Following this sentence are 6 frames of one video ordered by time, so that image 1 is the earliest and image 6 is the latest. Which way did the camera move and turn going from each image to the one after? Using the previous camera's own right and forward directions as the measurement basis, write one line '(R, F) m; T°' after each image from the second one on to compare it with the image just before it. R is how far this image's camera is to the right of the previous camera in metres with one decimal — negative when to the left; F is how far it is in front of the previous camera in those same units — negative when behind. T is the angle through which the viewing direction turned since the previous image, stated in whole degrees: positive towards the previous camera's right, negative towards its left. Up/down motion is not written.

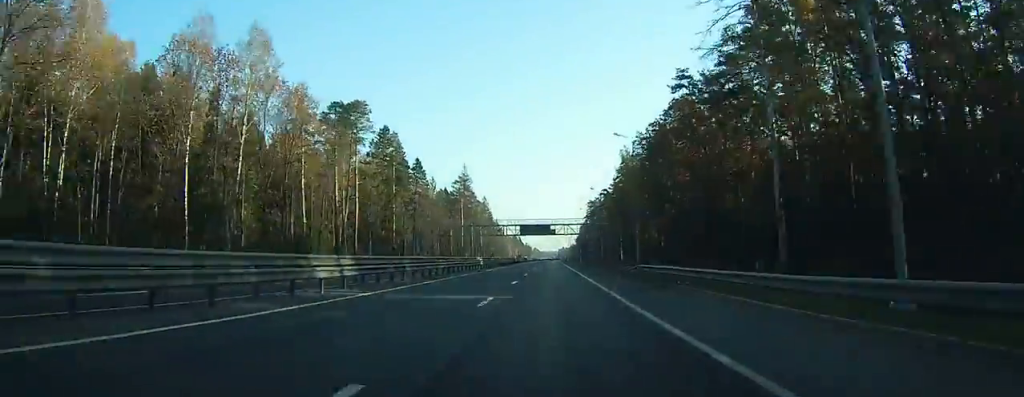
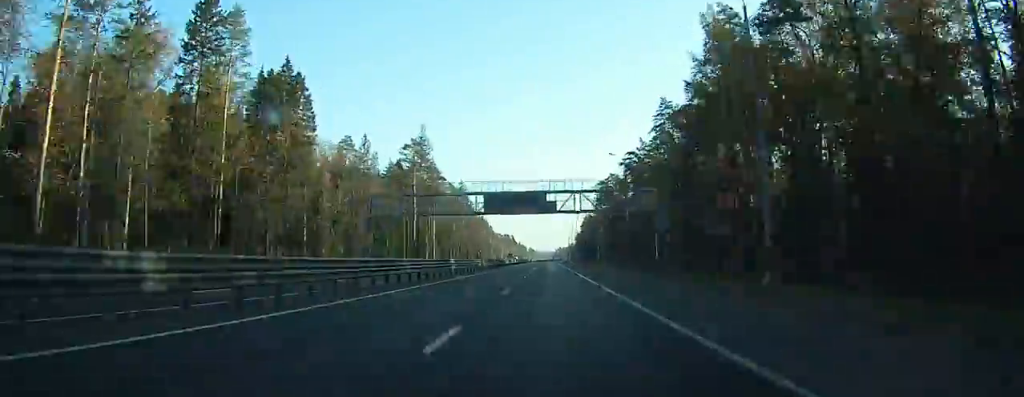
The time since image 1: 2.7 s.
(+0.3, +67.0) m; 0°
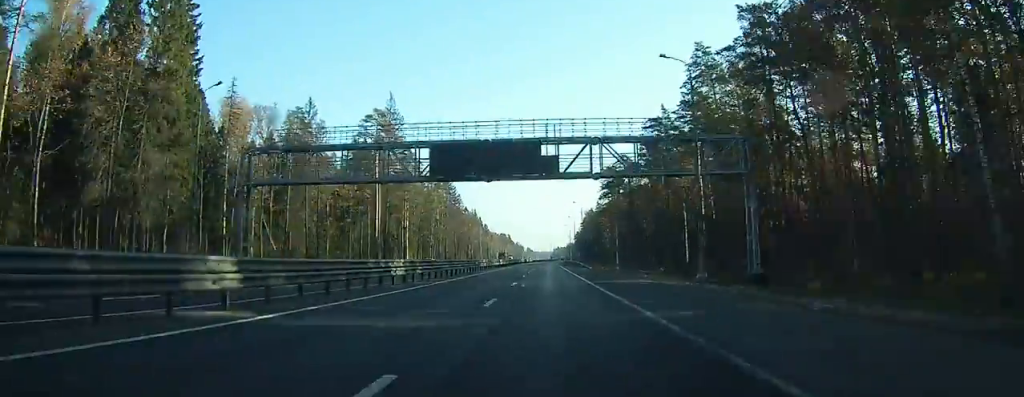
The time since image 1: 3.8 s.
(-0.1, +28.5) m; 0°
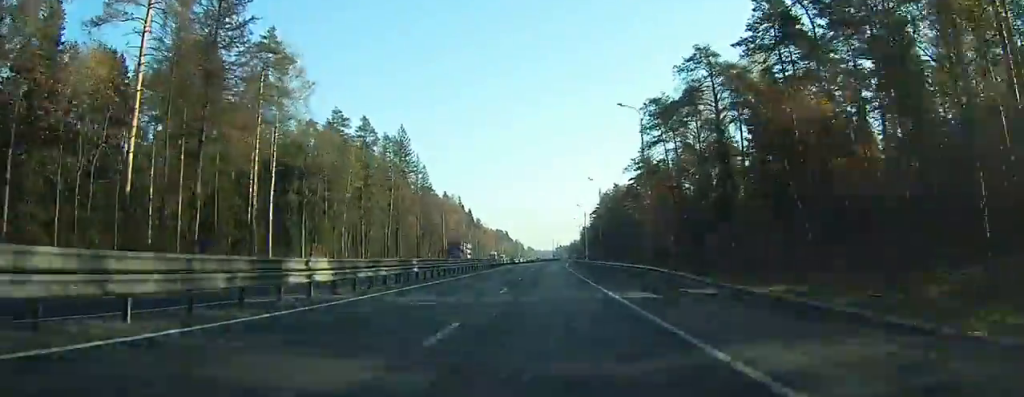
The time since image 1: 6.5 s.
(+0.2, +66.8) m; 0°
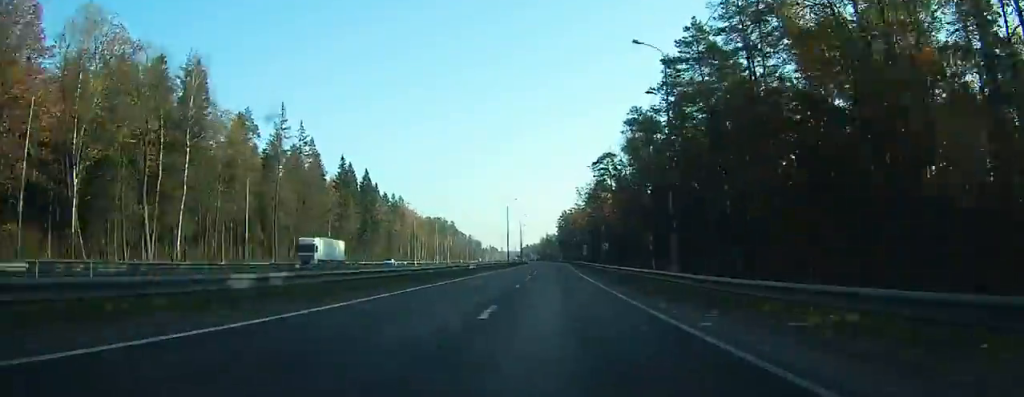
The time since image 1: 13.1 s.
(+2.8, +163.3) m; +3°
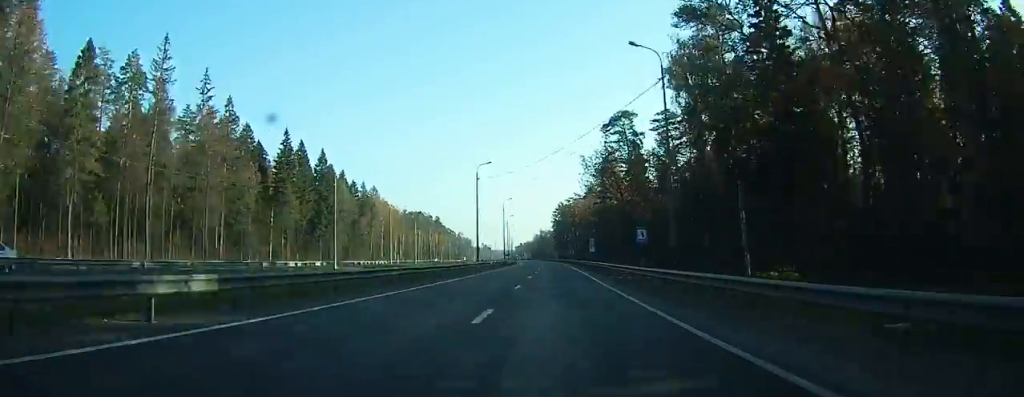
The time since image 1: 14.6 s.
(+0.3, +37.3) m; +1°
